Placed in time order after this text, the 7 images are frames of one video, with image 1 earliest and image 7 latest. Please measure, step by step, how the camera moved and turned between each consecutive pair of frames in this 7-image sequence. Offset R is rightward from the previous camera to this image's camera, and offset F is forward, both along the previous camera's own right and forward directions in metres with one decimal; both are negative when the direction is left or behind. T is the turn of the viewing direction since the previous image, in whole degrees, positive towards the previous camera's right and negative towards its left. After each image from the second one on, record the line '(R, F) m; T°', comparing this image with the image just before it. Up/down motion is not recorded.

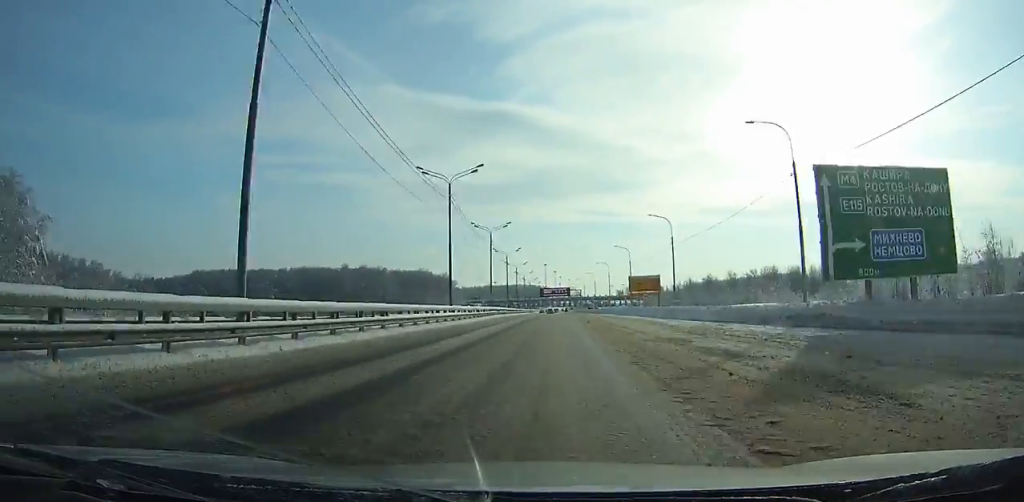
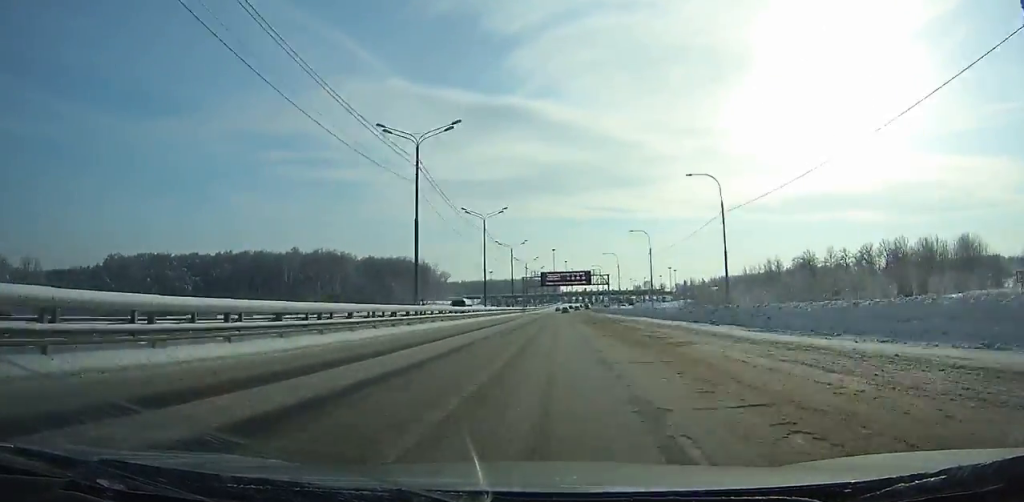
(-0.7, +87.9) m; -1°
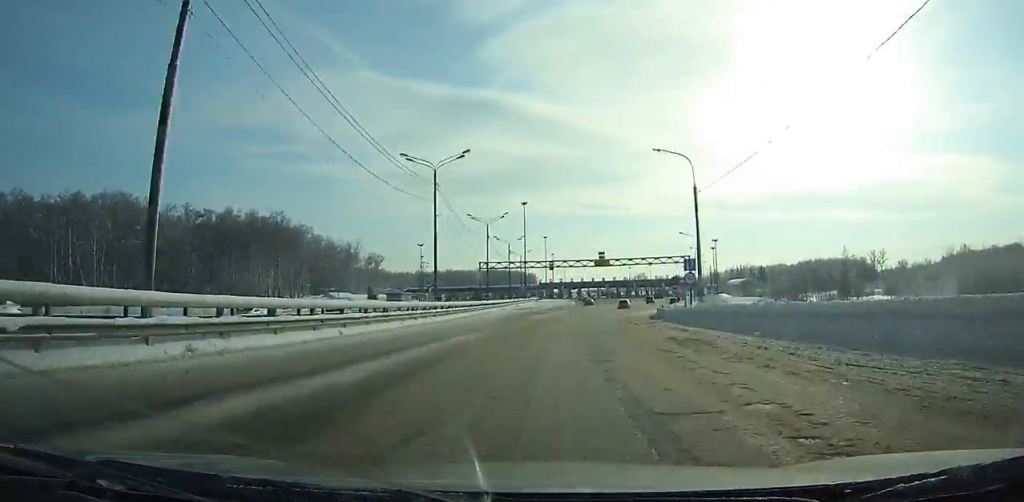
(+1.6, +131.6) m; +4°
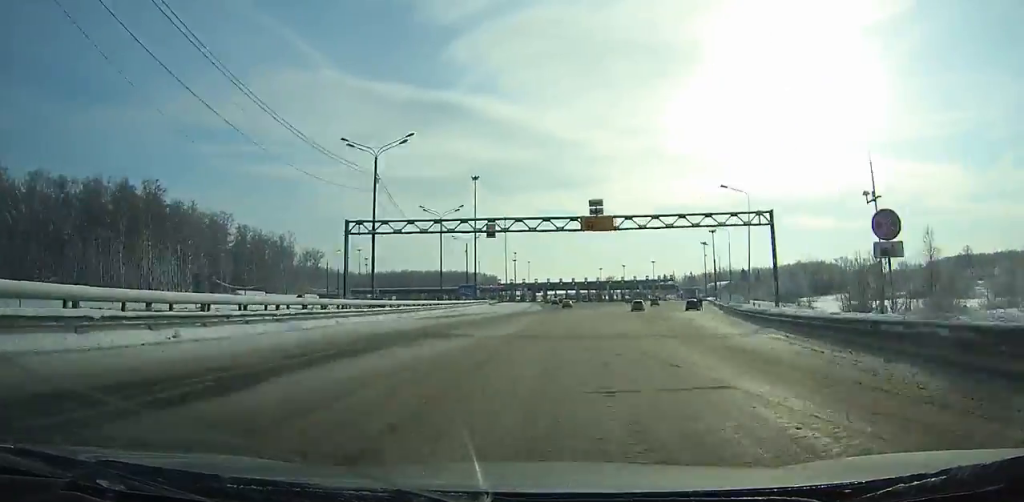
(+1.7, +39.2) m; +3°
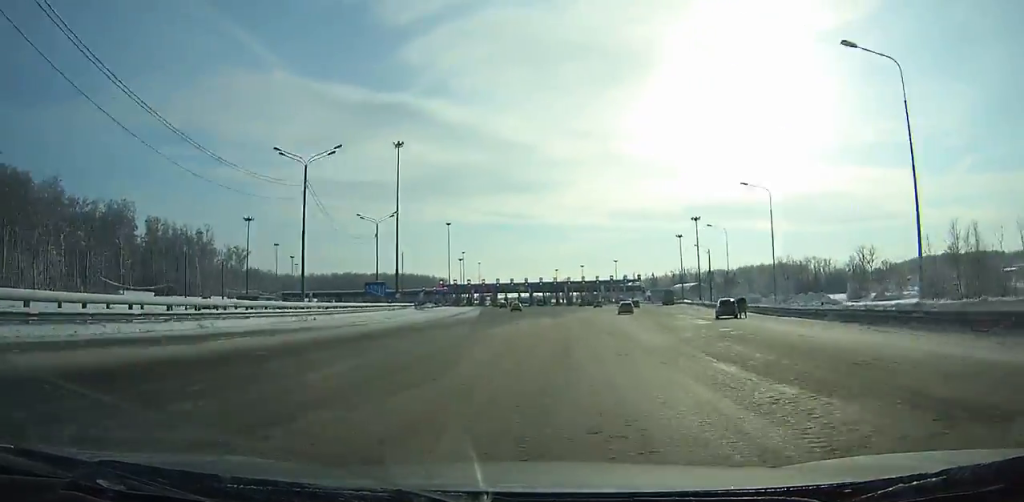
(+0.6, +32.1) m; +2°
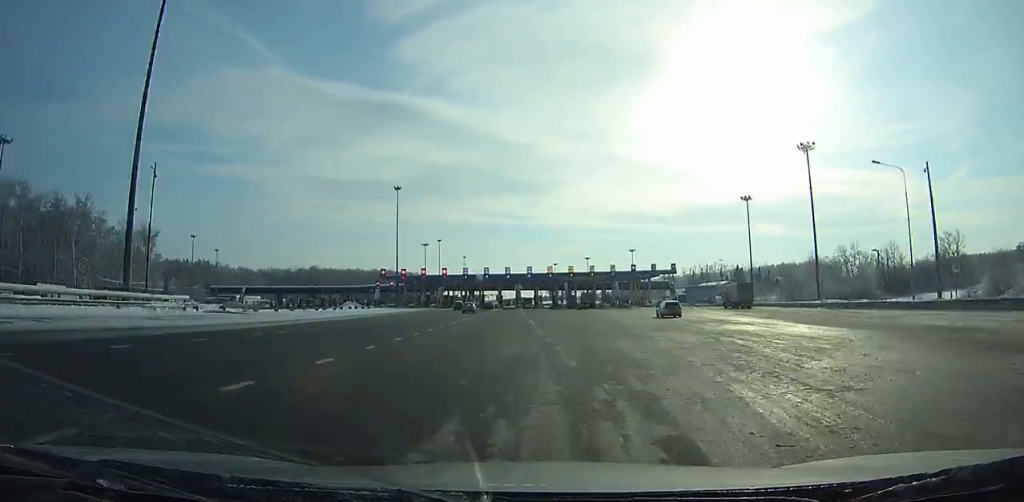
(+1.2, +68.5) m; 0°
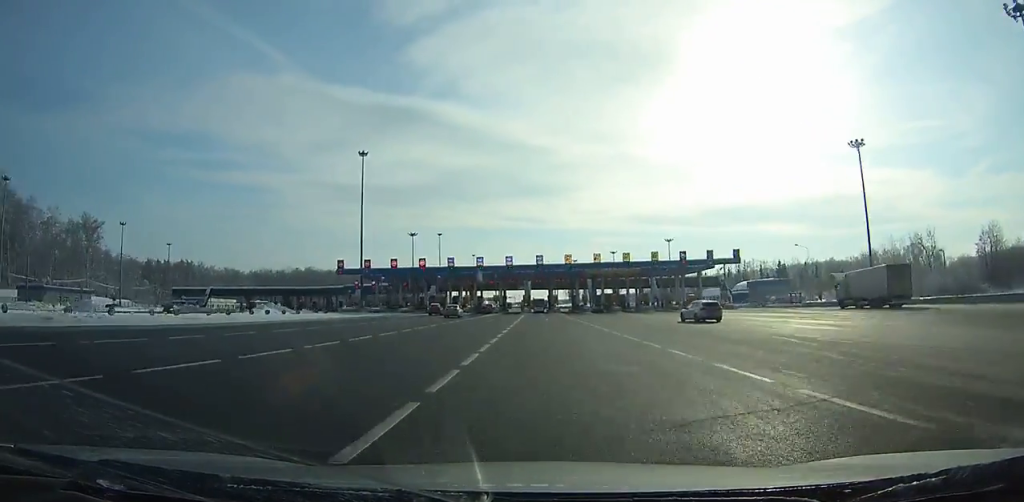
(-0.6, +37.5) m; -2°
